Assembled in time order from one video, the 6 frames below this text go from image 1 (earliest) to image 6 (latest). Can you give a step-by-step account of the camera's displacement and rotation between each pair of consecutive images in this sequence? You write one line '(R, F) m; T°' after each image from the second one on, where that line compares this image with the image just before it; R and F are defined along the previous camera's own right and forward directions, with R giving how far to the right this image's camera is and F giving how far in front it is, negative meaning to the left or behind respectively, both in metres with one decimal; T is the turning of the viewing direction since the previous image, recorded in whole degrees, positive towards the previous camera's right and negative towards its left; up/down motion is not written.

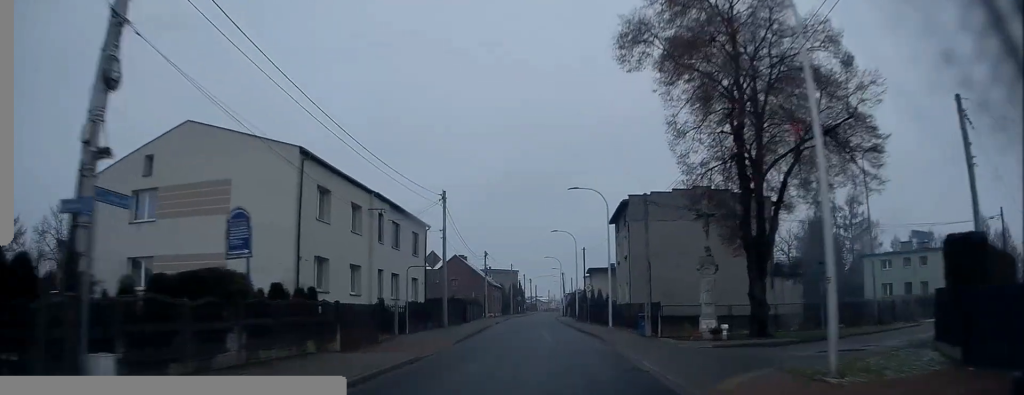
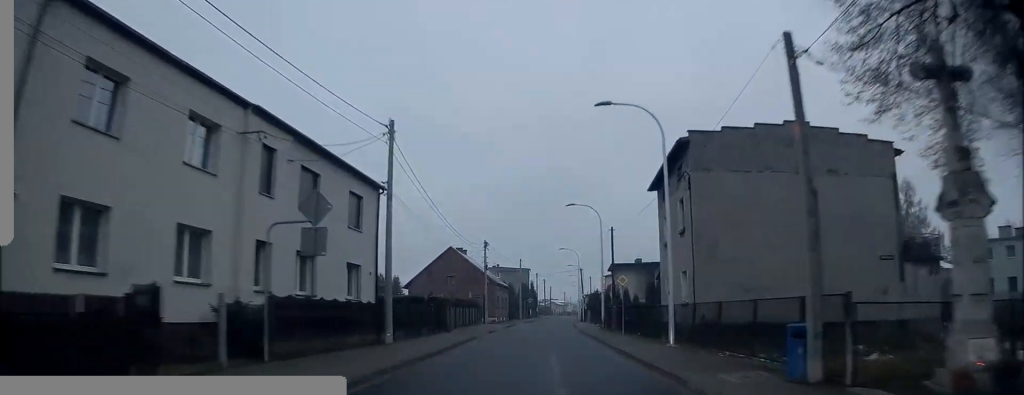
(-0.3, +14.7) m; -1°
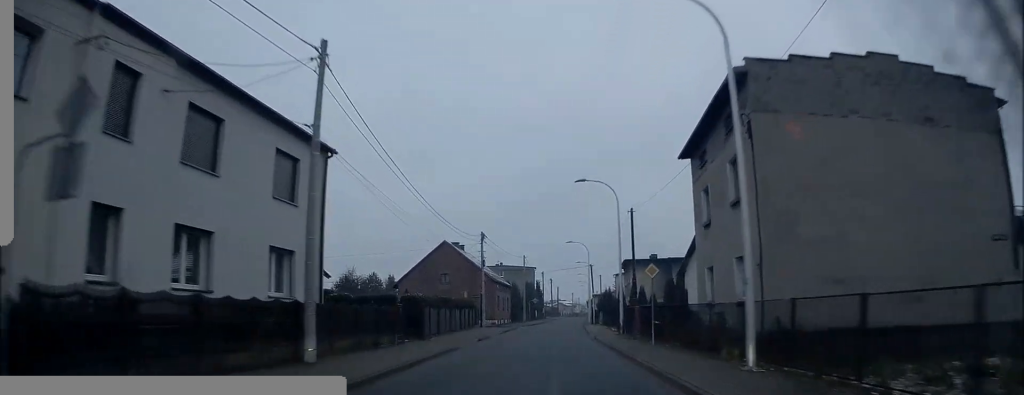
(+0.2, +7.5) m; 0°
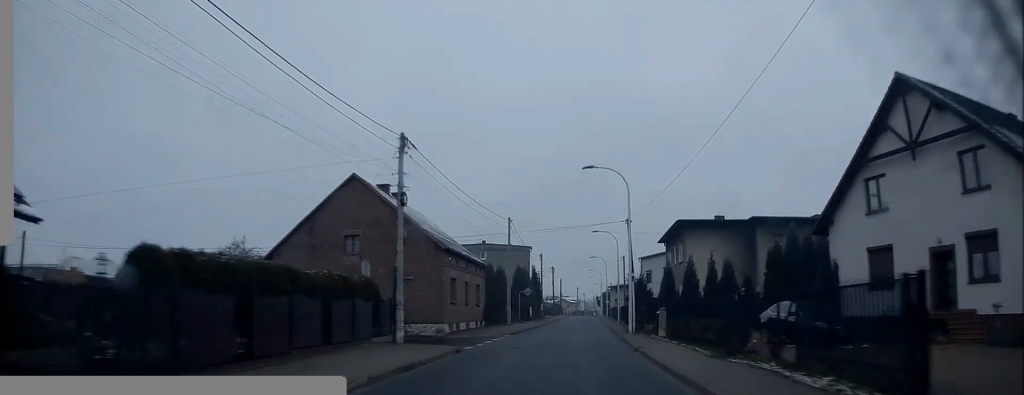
(-1.1, +29.9) m; -2°
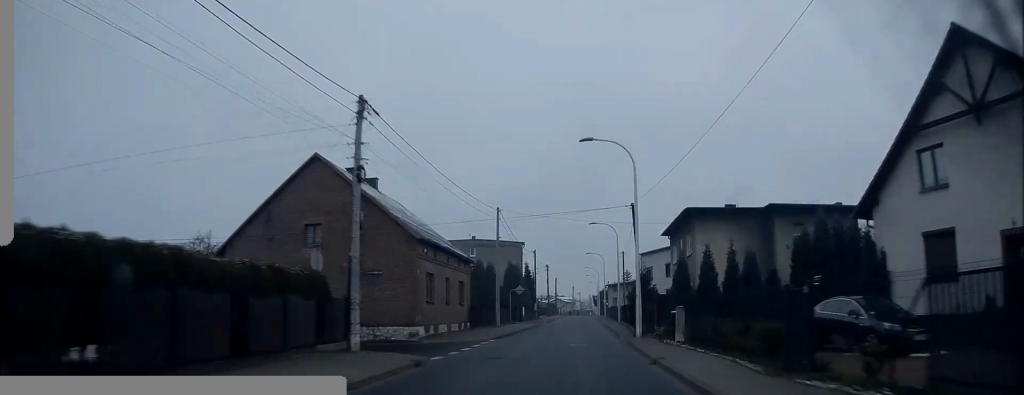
(-0.1, +4.8) m; +1°
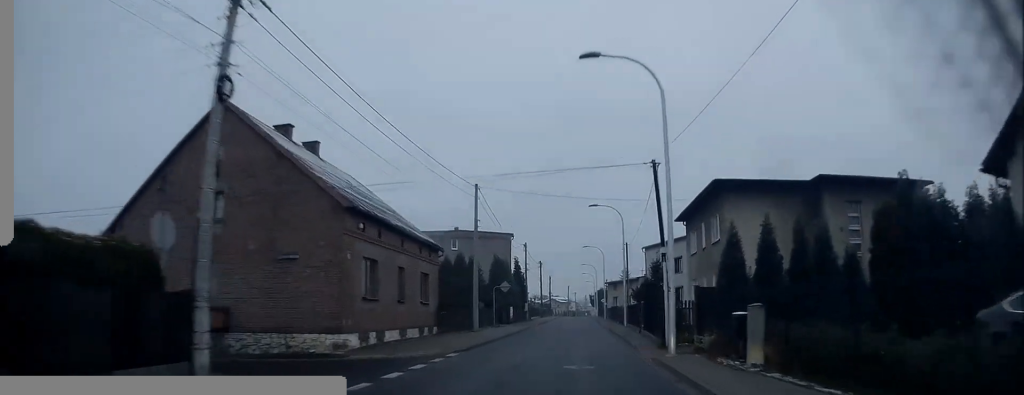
(0.0, +8.5) m; +1°
